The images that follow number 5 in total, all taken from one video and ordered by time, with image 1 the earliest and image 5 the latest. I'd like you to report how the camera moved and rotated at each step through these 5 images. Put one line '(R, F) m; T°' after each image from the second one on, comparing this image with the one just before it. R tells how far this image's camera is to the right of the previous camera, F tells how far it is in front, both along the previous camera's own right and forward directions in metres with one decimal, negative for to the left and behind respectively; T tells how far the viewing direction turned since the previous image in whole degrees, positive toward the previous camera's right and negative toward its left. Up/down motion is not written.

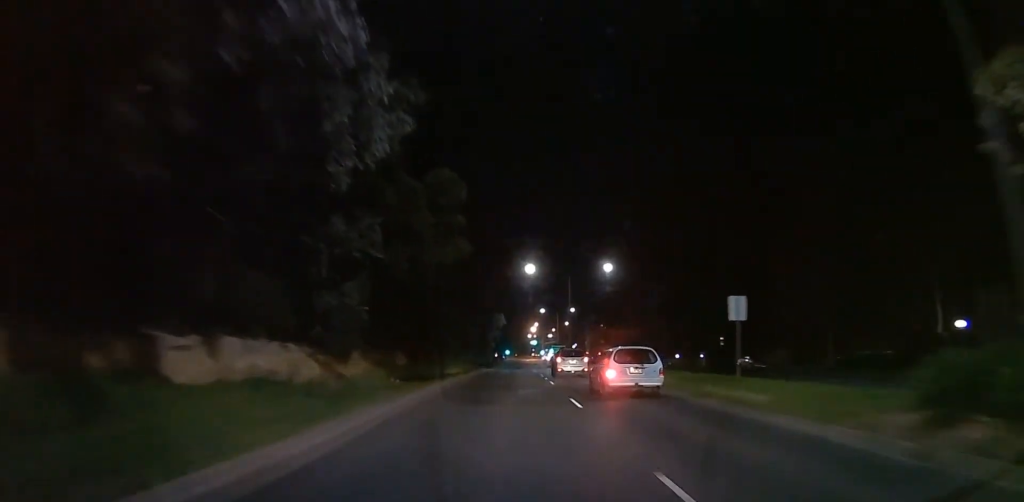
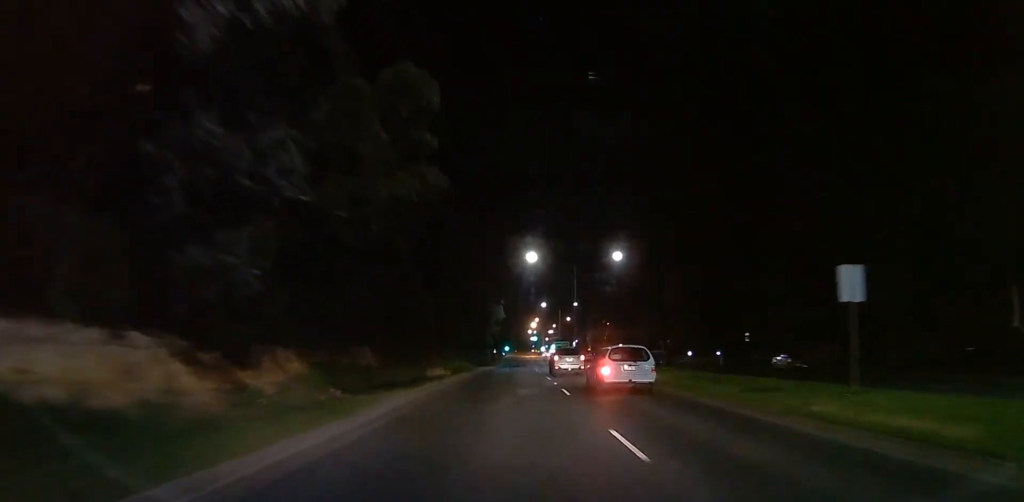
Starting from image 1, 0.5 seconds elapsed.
(-0.7, +7.9) m; 0°
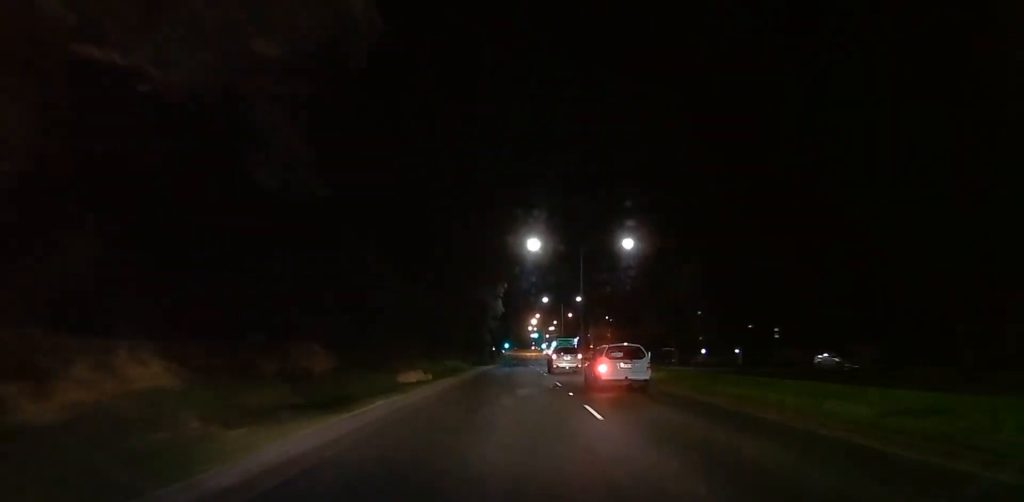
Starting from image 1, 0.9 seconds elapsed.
(-0.1, +7.4) m; +1°
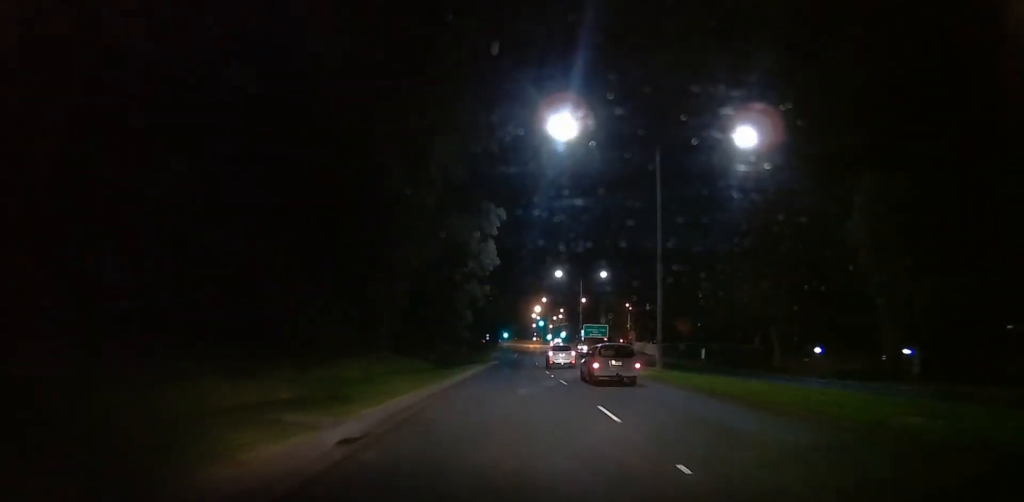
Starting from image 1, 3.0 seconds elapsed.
(+2.7, +35.9) m; +3°
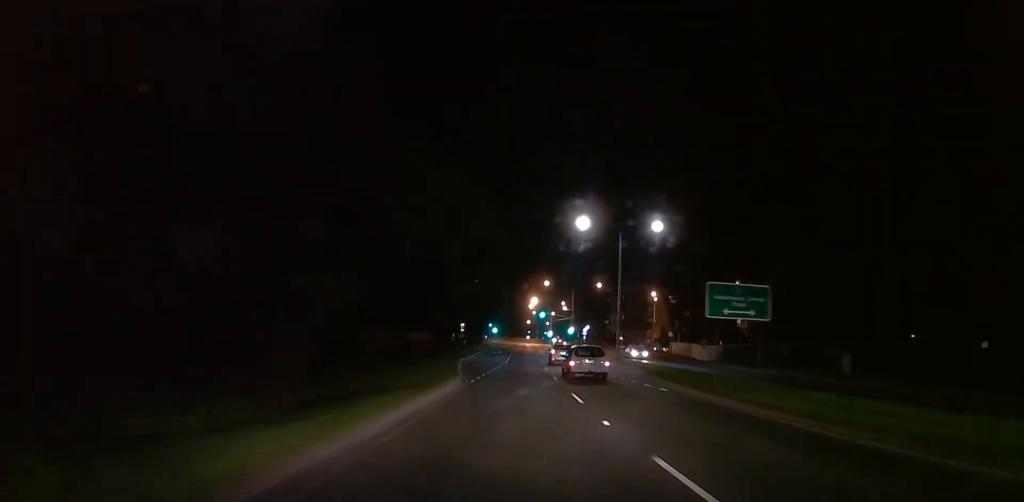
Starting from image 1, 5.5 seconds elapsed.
(-1.9, +41.6) m; 0°
